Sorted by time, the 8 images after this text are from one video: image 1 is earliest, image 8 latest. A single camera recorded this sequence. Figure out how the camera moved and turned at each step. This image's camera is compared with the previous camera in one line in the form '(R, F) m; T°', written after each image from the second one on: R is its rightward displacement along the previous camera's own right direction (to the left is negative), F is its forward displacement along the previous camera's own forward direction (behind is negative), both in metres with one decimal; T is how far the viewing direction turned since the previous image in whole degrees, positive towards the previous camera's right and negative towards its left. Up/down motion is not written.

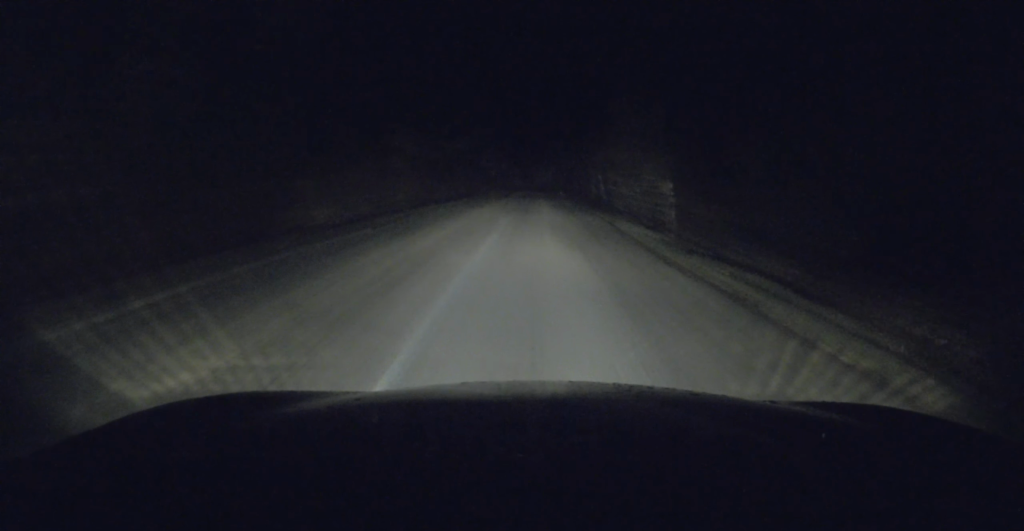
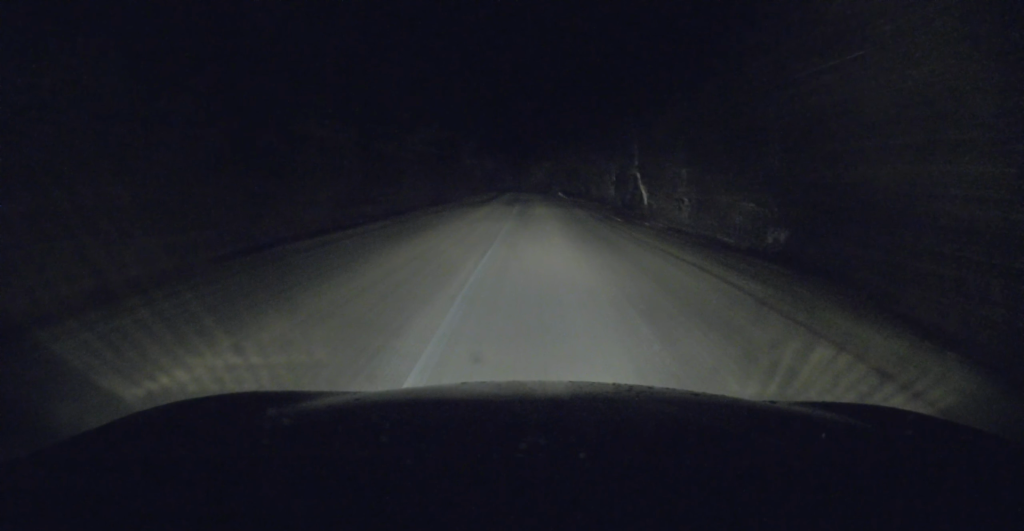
(+0.2, +16.4) m; +3°
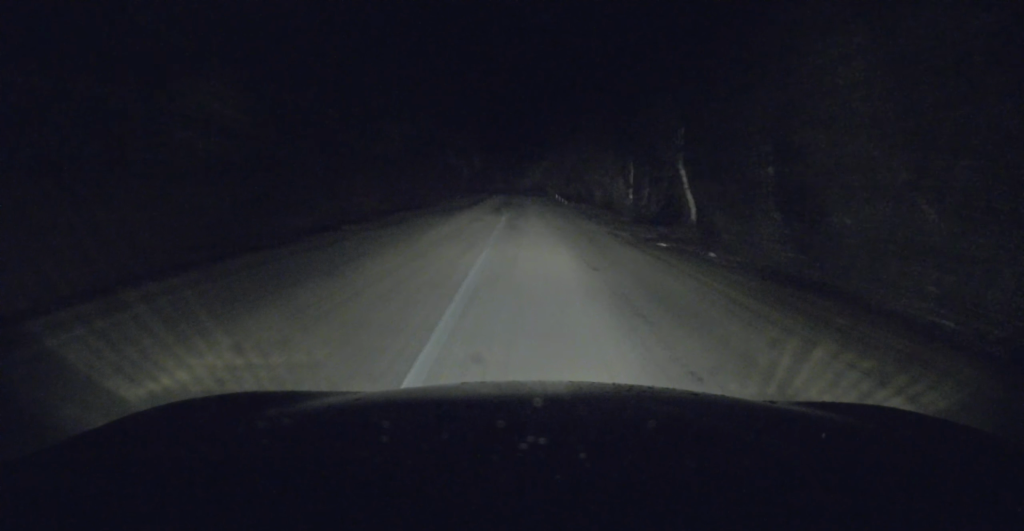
(+0.2, +8.0) m; +1°
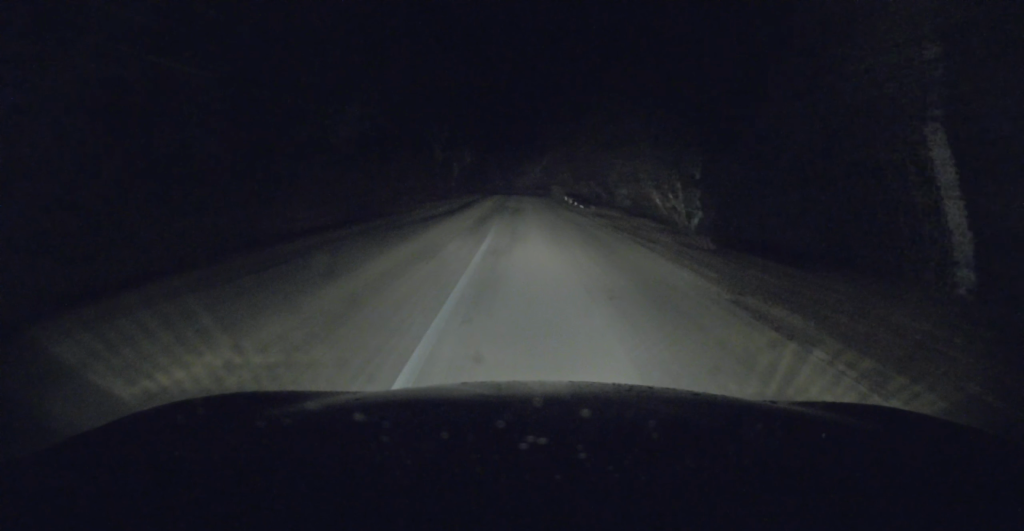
(+0.2, +11.0) m; 0°
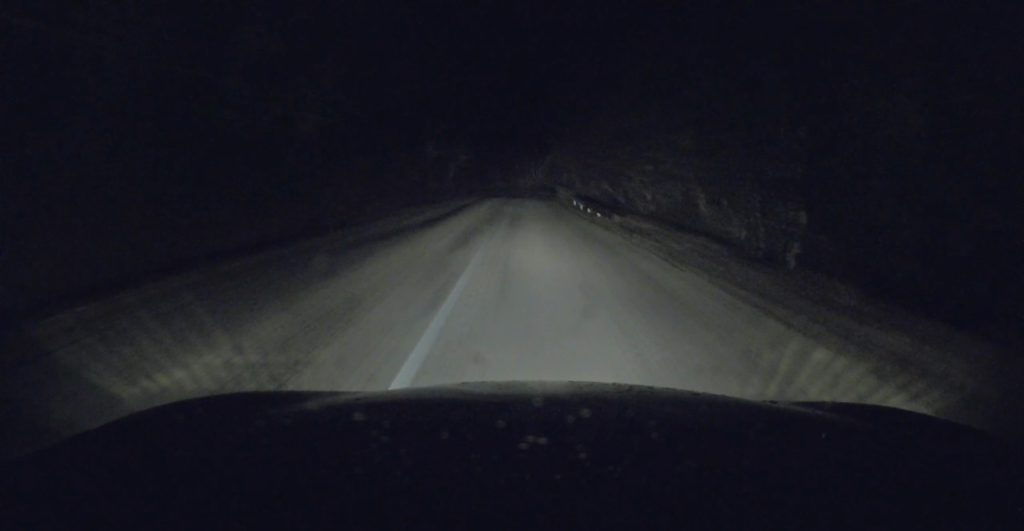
(-0.1, +6.6) m; -2°
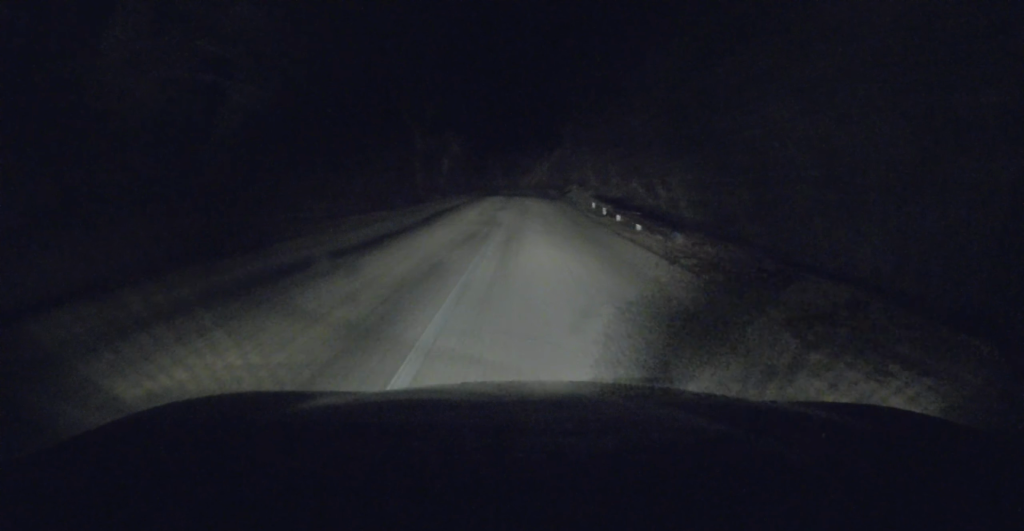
(-0.1, +7.8) m; -1°
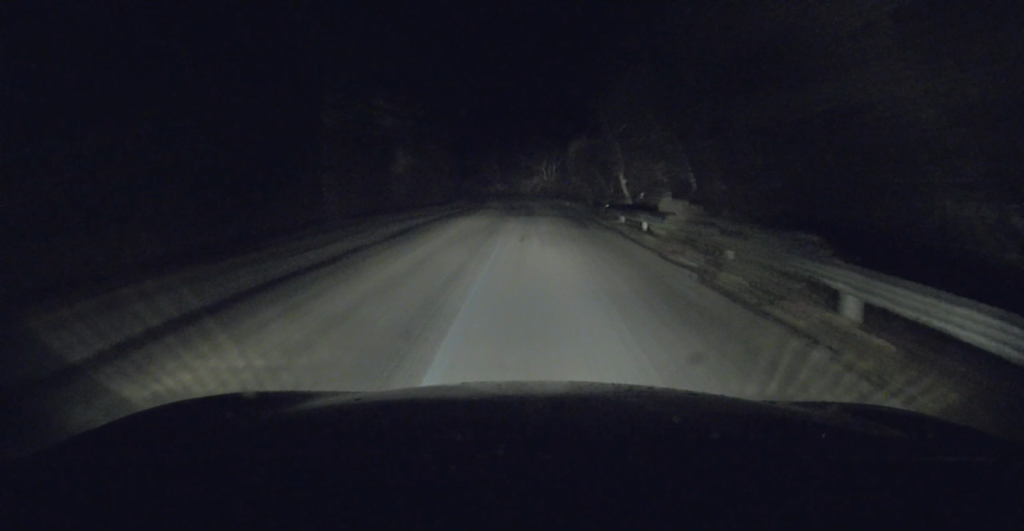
(+0.2, +22.3) m; +1°
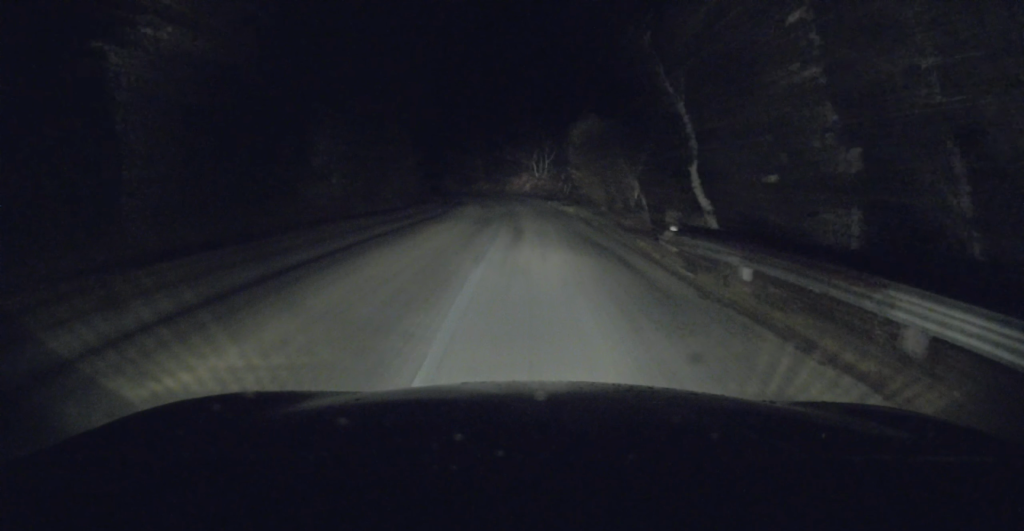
(-0.3, +13.0) m; +1°
